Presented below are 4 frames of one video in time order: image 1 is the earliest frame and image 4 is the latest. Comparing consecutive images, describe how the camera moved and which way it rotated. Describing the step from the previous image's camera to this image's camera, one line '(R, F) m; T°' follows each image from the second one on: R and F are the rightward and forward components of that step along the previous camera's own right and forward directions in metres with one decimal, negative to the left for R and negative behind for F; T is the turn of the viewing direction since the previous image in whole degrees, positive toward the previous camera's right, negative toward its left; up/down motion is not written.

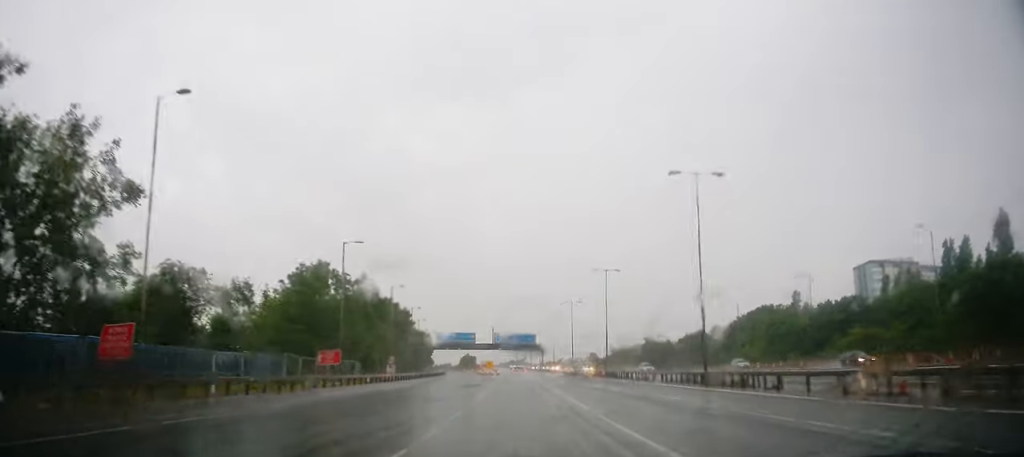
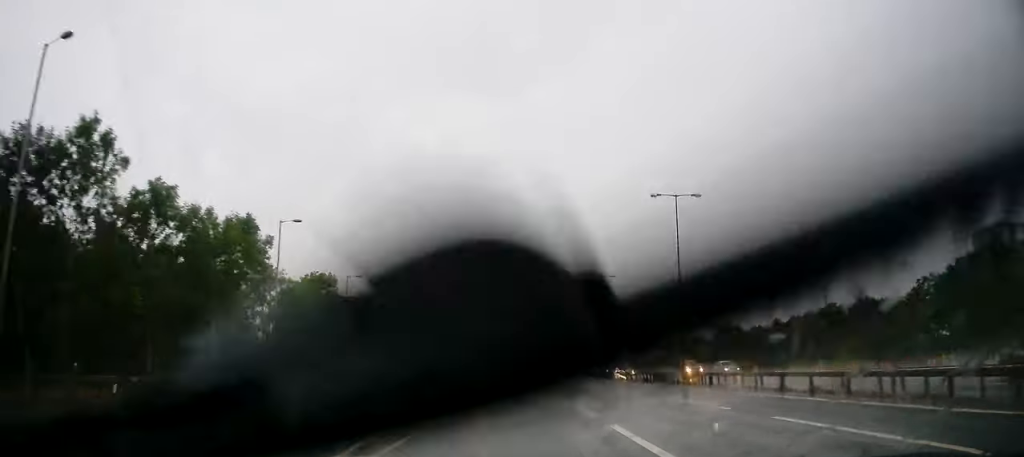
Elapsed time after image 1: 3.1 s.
(-1.8, +62.9) m; -2°
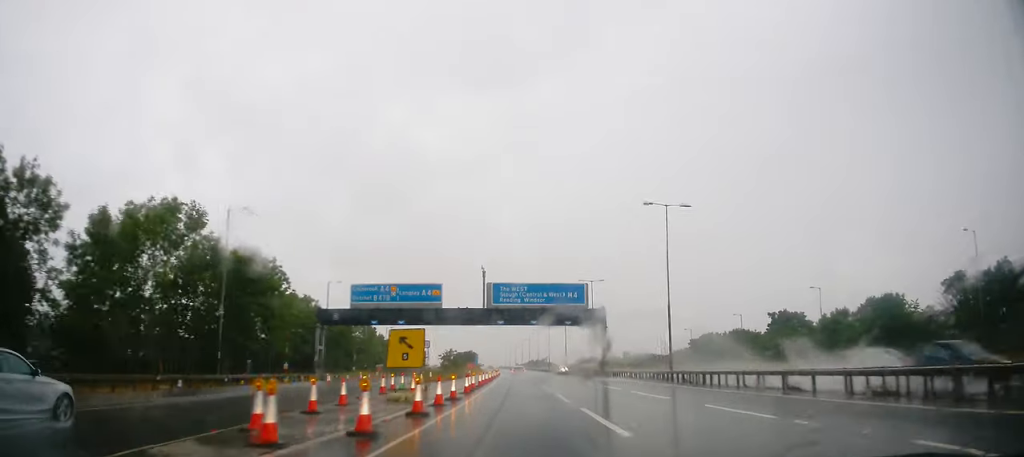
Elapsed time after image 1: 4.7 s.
(0.0, +31.1) m; -1°
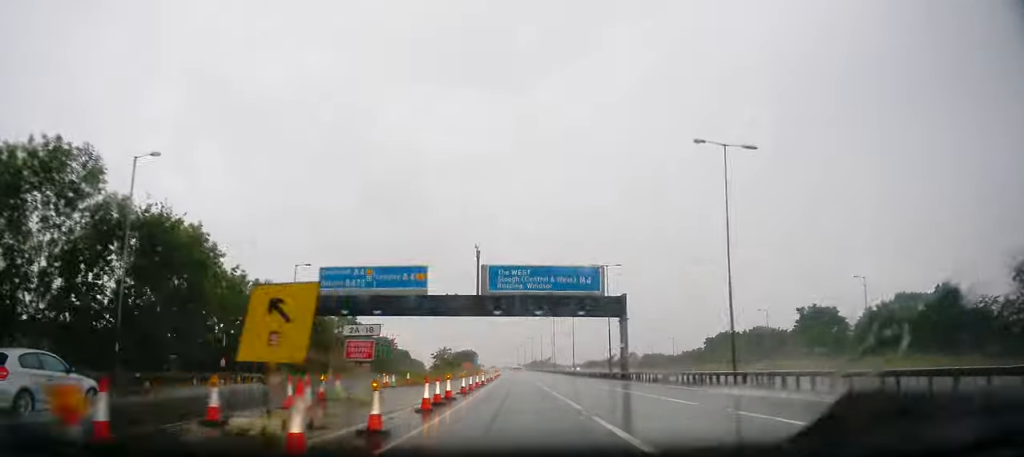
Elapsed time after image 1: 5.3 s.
(0.0, +11.9) m; -1°
